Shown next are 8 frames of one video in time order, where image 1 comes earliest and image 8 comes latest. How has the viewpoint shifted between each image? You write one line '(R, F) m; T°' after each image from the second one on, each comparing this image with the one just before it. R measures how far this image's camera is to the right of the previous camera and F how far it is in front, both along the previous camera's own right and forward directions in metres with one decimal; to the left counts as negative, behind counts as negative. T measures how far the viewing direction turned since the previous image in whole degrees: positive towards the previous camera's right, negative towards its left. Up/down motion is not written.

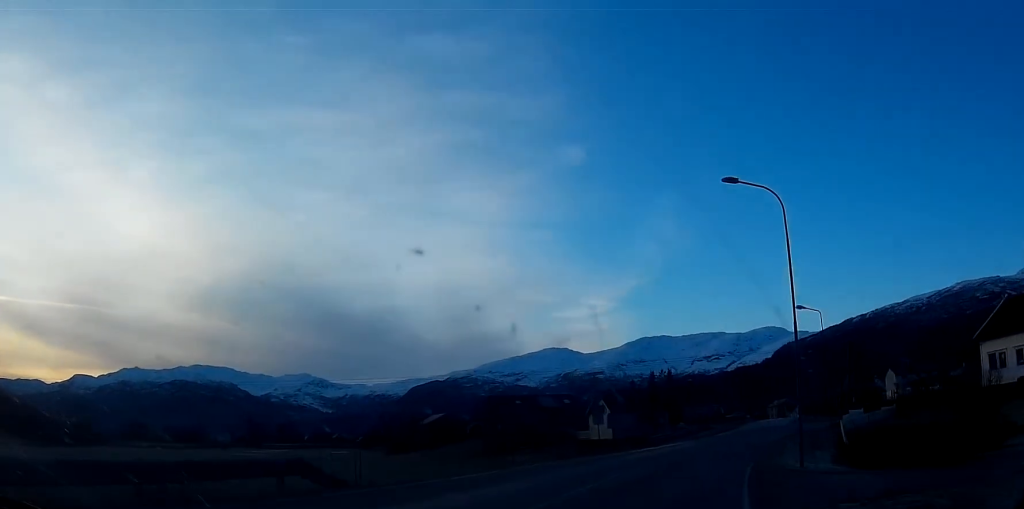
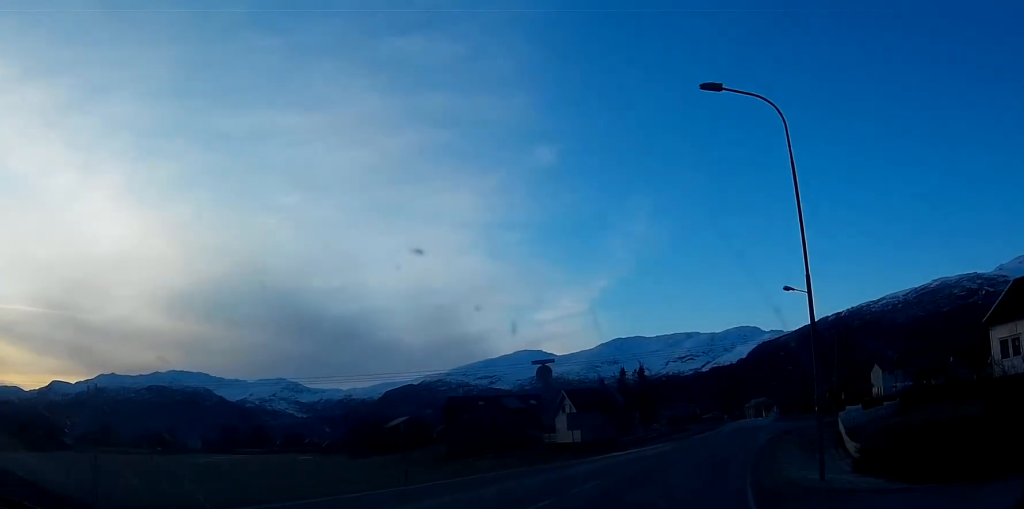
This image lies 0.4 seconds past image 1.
(+0.2, +6.9) m; +2°
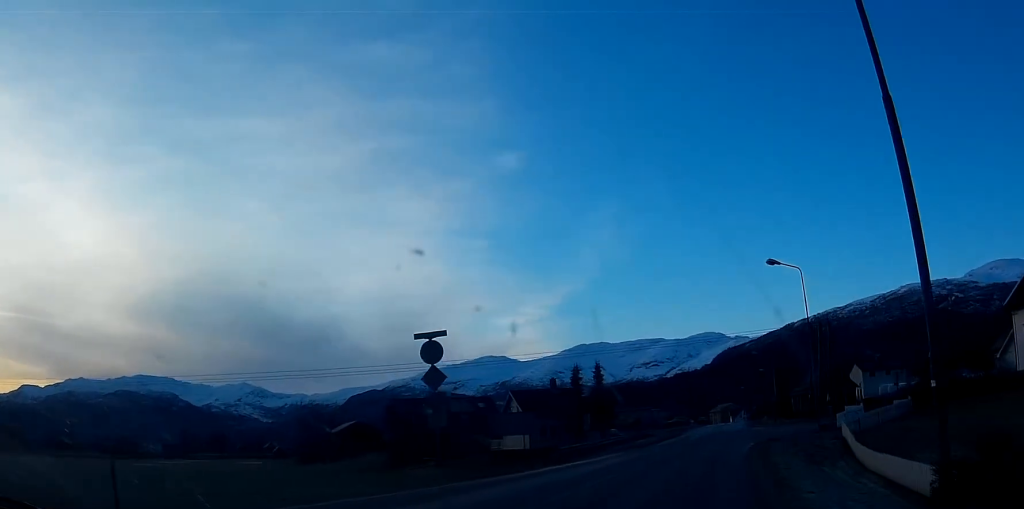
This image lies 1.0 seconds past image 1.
(+0.2, +9.6) m; +3°
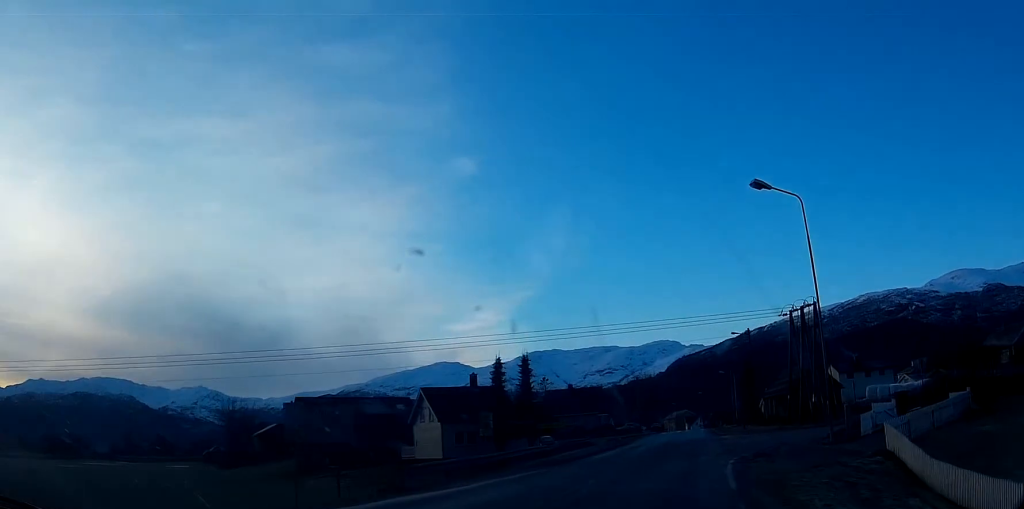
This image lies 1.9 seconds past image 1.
(+0.4, +14.2) m; +3°
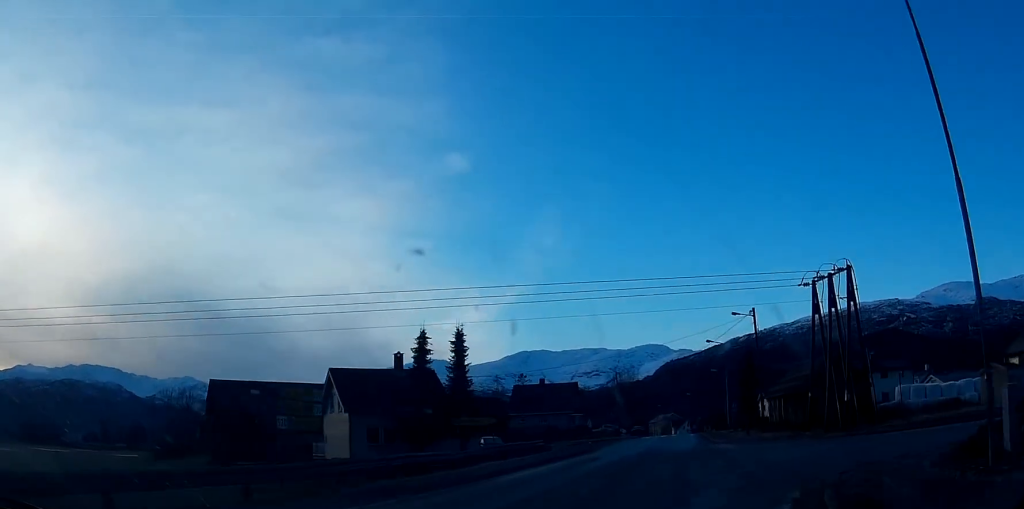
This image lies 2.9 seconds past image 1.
(+0.5, +15.4) m; +2°
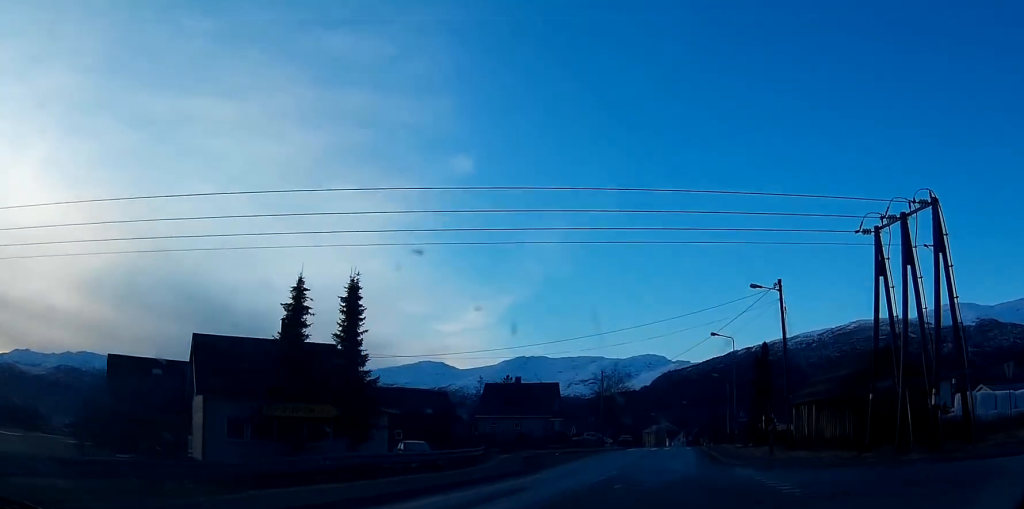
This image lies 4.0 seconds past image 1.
(0.0, +15.3) m; 0°
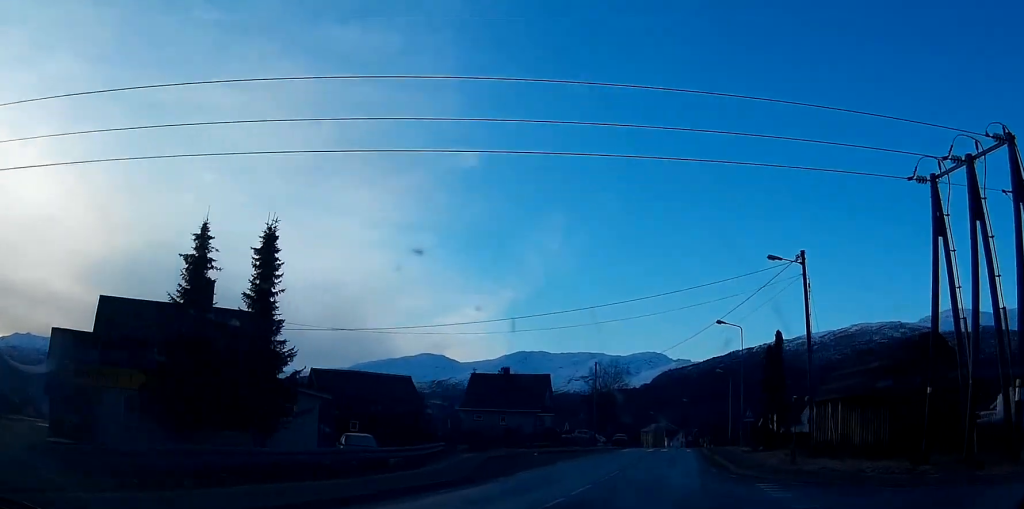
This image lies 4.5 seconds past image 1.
(0.0, +7.2) m; 0°
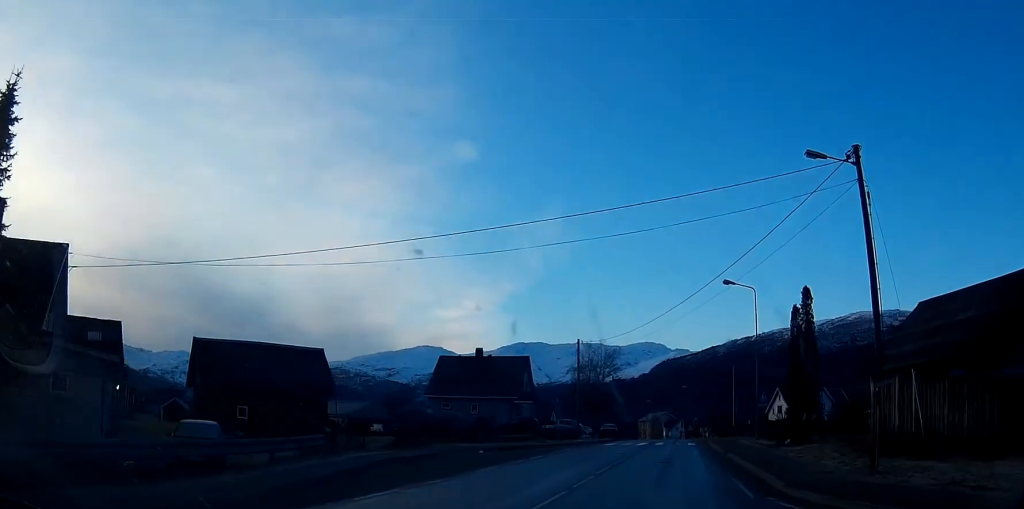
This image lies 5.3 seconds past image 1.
(-0.1, +12.1) m; 0°
